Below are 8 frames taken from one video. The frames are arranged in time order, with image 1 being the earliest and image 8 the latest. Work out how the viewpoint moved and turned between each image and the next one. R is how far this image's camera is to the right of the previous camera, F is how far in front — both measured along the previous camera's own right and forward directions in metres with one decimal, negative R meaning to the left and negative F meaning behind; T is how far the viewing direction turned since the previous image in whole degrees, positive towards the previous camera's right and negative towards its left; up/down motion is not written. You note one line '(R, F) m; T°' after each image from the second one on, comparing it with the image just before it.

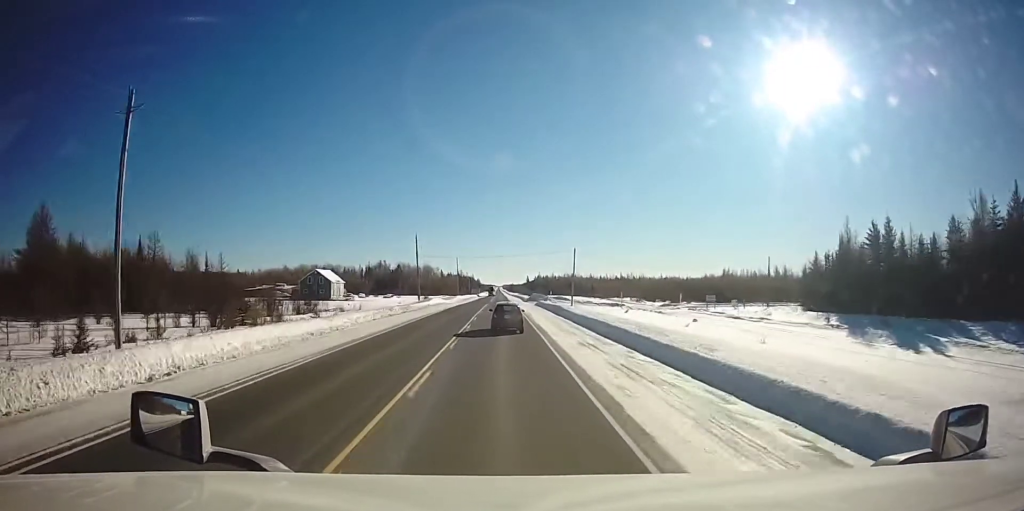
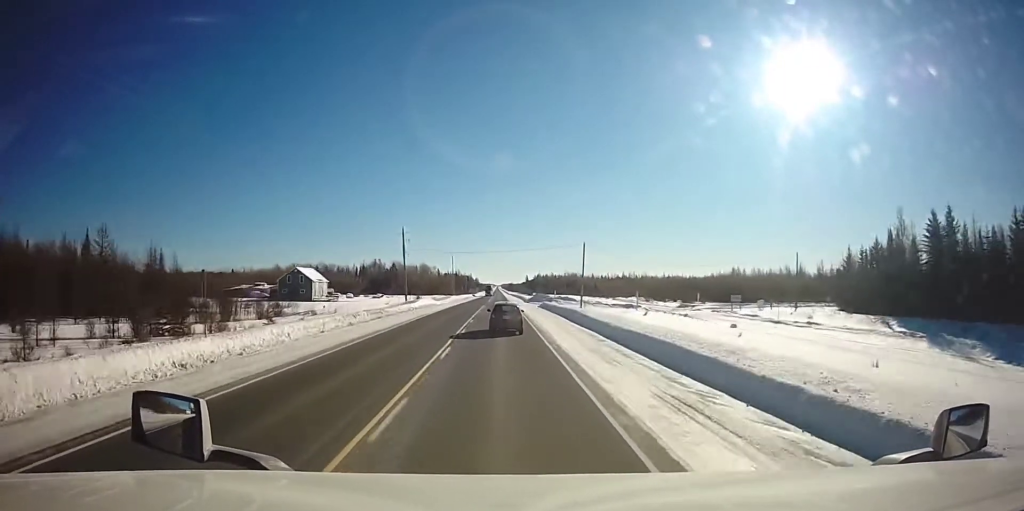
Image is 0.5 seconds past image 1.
(-0.2, +11.9) m; 0°
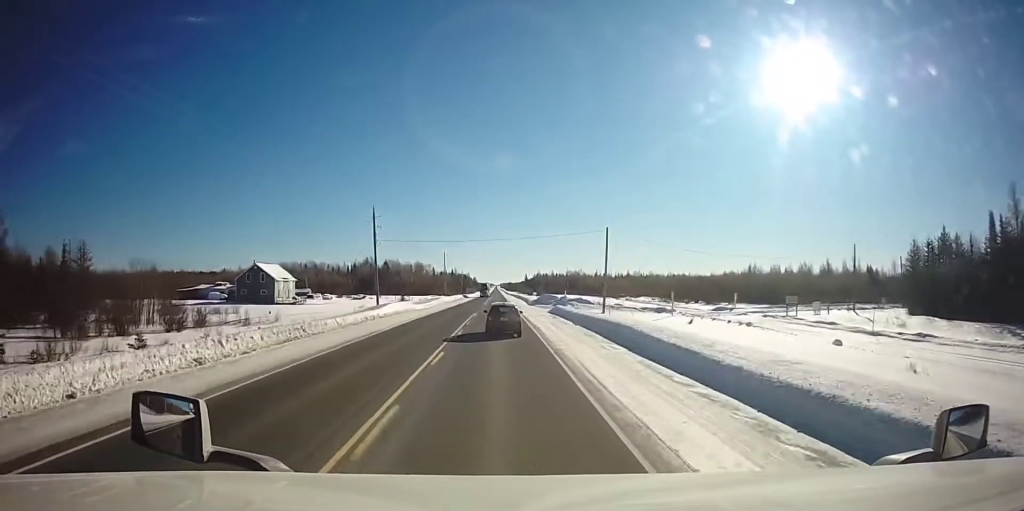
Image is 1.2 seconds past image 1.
(+0.1, +18.6) m; 0°
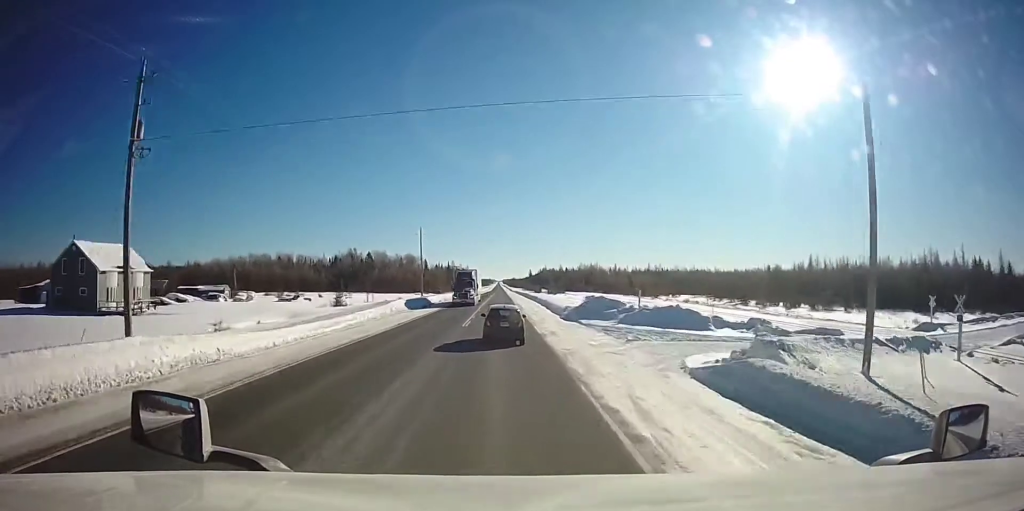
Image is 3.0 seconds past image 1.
(-0.2, +46.1) m; -1°
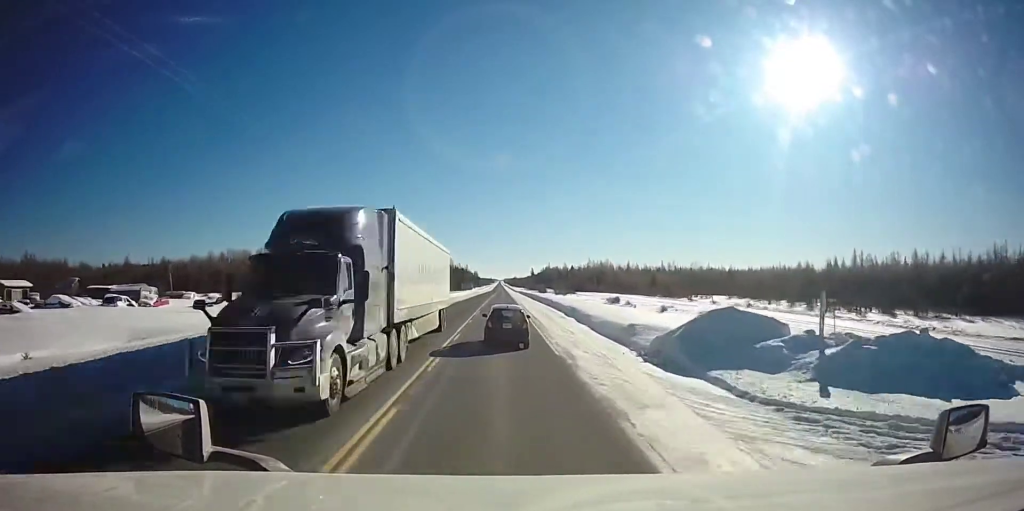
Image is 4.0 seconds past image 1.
(-0.1, +24.9) m; 0°
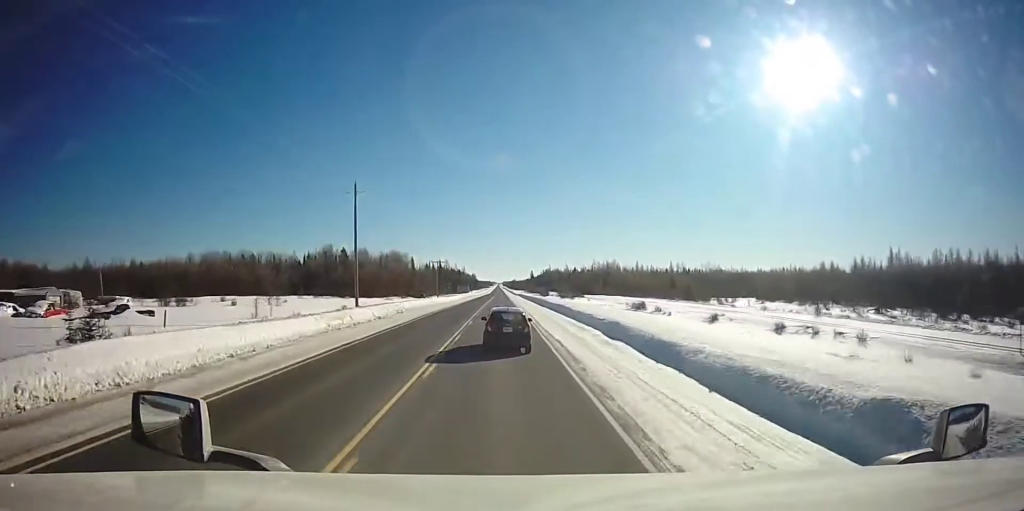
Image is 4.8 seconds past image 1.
(0.0, +18.2) m; 0°
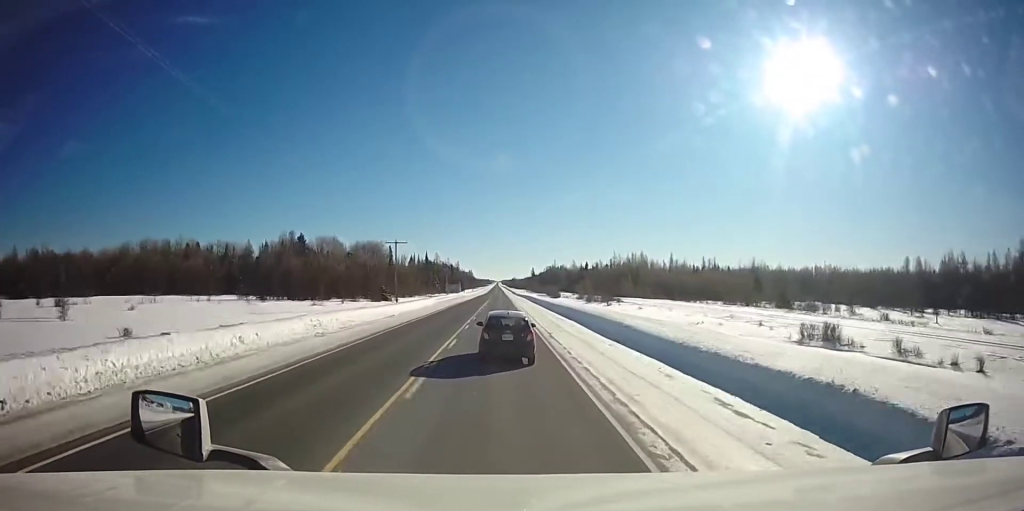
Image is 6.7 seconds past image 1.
(+0.1, +47.9) m; +1°
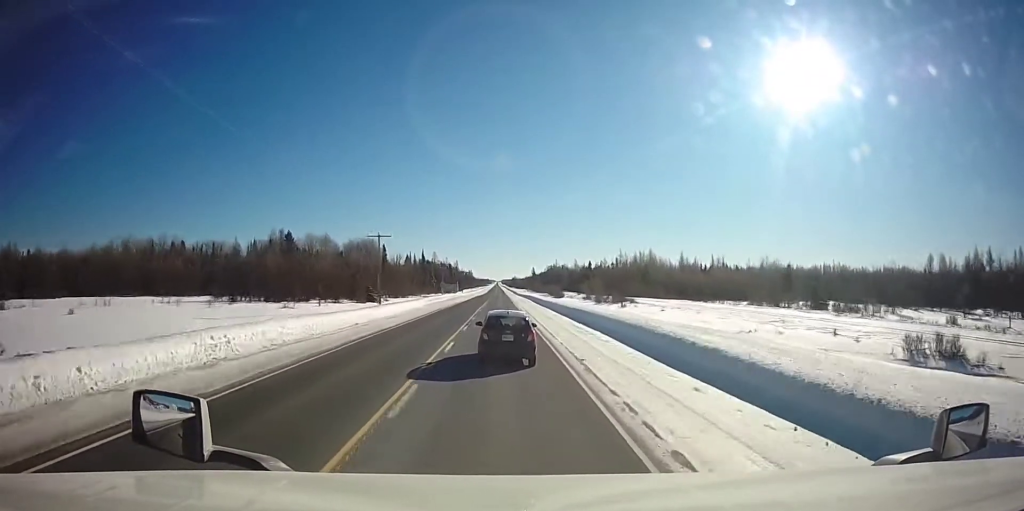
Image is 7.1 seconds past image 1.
(+0.2, +10.7) m; 0°
